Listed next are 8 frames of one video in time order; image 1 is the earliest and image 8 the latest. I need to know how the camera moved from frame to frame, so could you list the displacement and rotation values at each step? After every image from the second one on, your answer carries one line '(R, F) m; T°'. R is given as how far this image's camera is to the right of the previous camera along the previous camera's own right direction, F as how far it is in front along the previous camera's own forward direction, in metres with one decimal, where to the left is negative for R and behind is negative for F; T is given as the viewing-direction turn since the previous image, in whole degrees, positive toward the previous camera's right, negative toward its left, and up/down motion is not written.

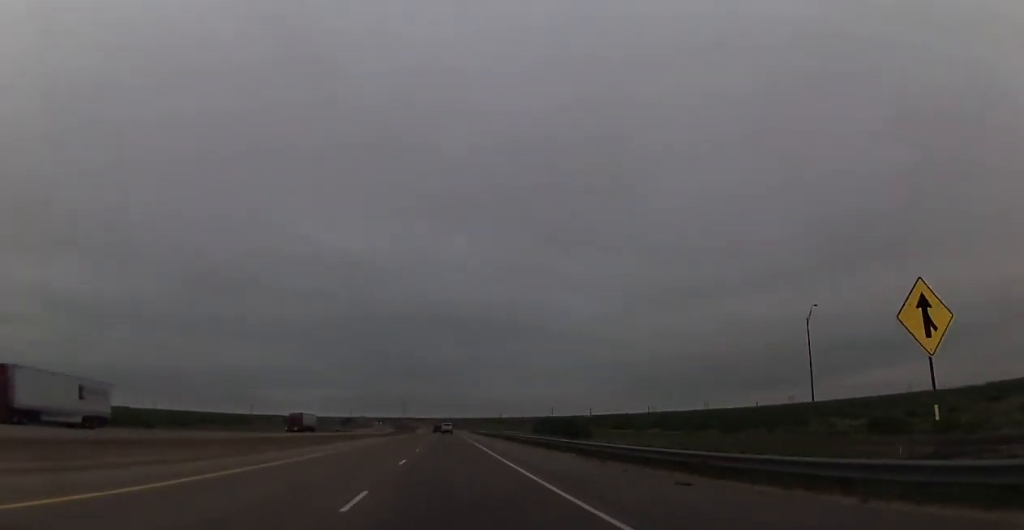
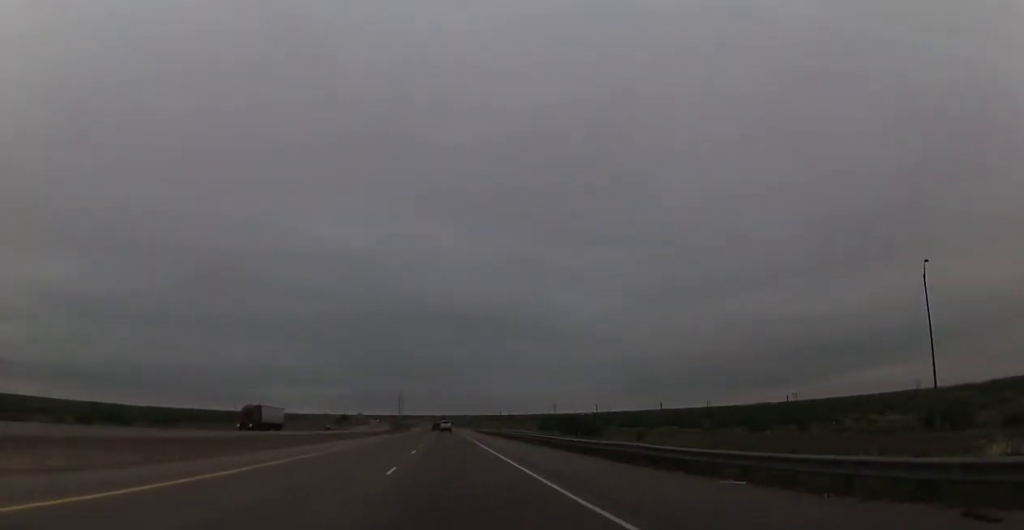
(+0.2, +17.2) m; 0°
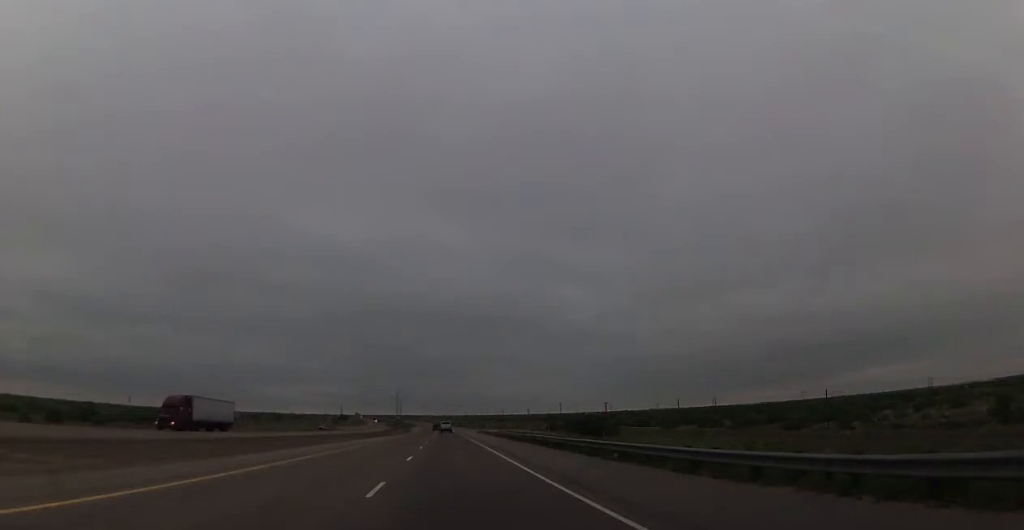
(+0.2, +17.2) m; 0°
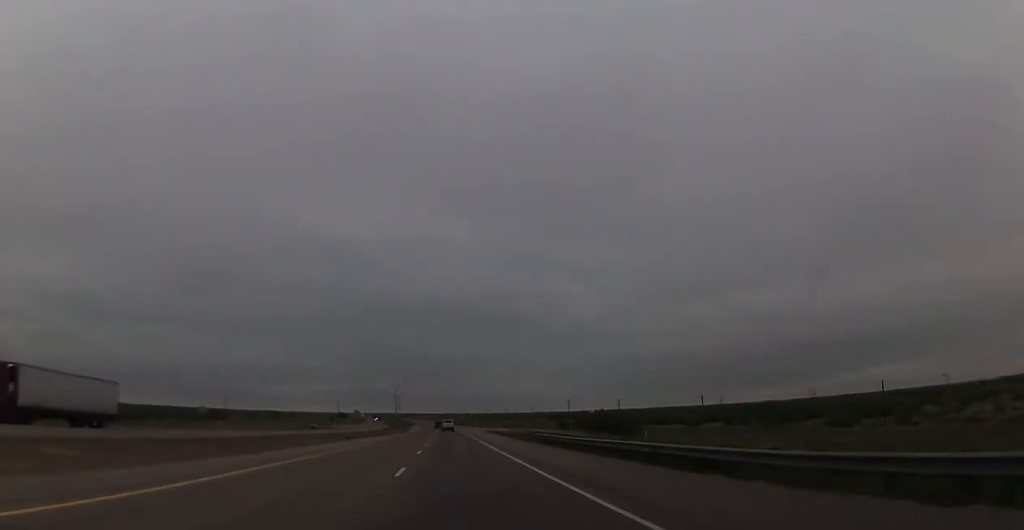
(-0.1, +19.8) m; 0°
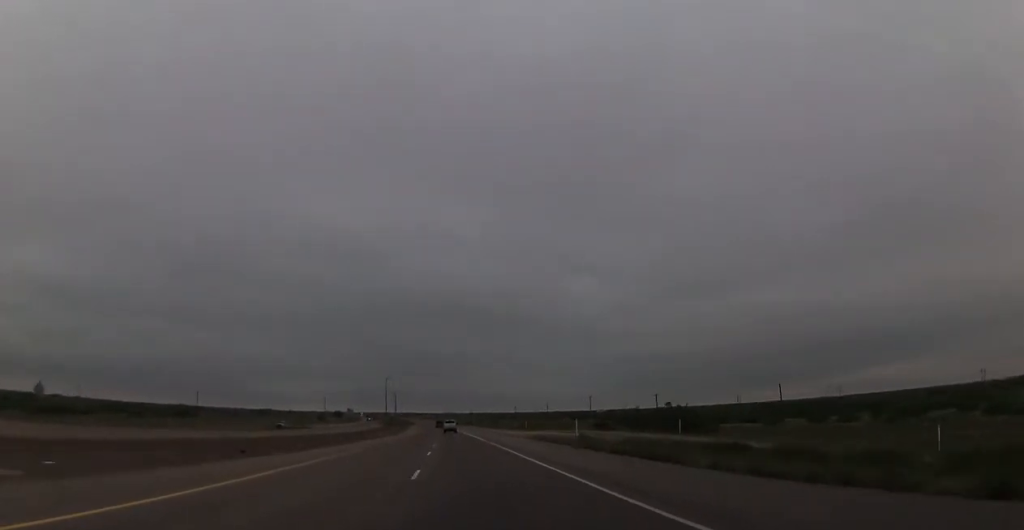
(-0.5, +49.5) m; -1°
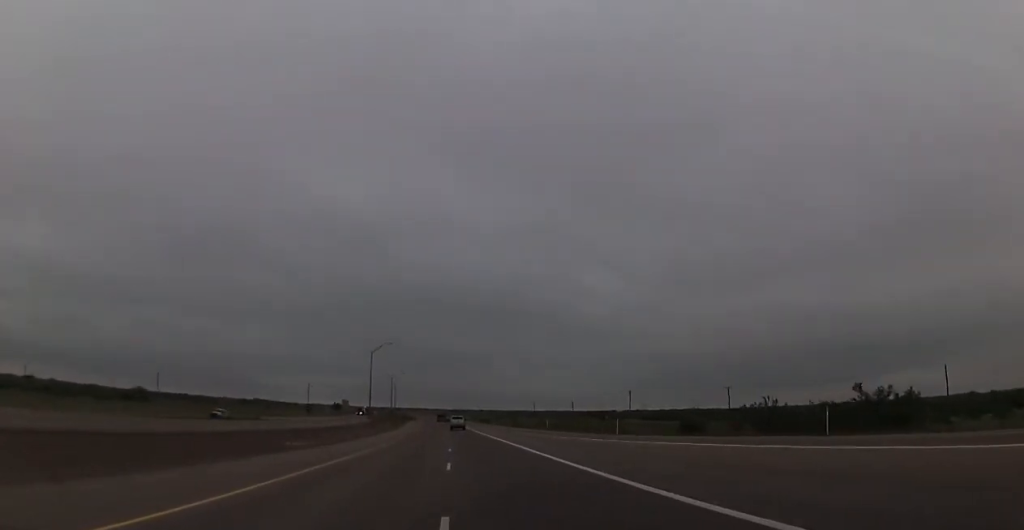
(0.0, +57.9) m; 0°
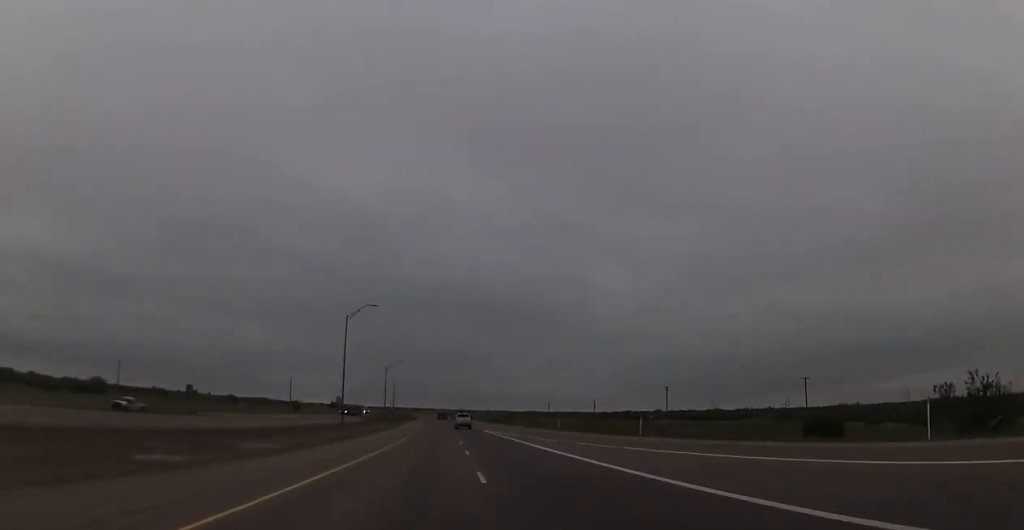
(0.0, +40.7) m; 0°
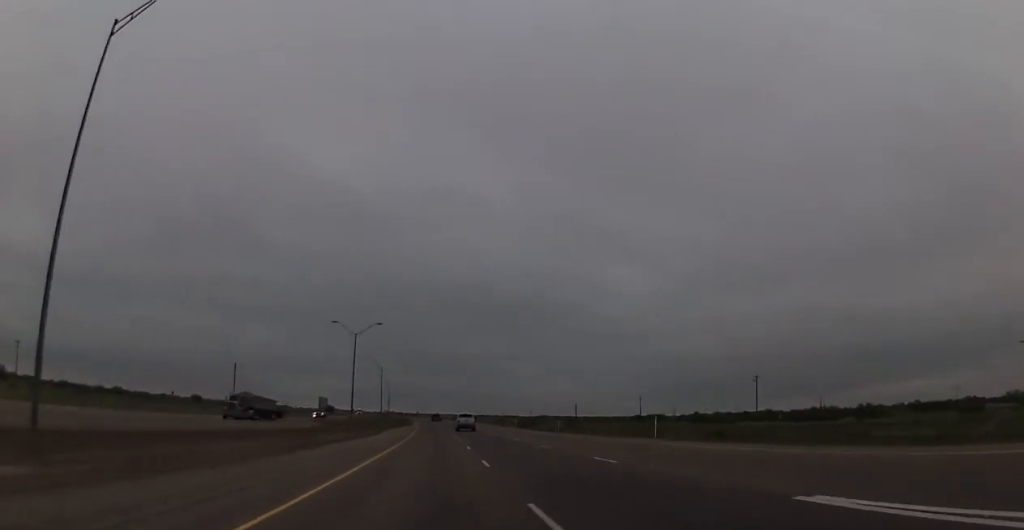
(-0.2, +67.7) m; -1°
